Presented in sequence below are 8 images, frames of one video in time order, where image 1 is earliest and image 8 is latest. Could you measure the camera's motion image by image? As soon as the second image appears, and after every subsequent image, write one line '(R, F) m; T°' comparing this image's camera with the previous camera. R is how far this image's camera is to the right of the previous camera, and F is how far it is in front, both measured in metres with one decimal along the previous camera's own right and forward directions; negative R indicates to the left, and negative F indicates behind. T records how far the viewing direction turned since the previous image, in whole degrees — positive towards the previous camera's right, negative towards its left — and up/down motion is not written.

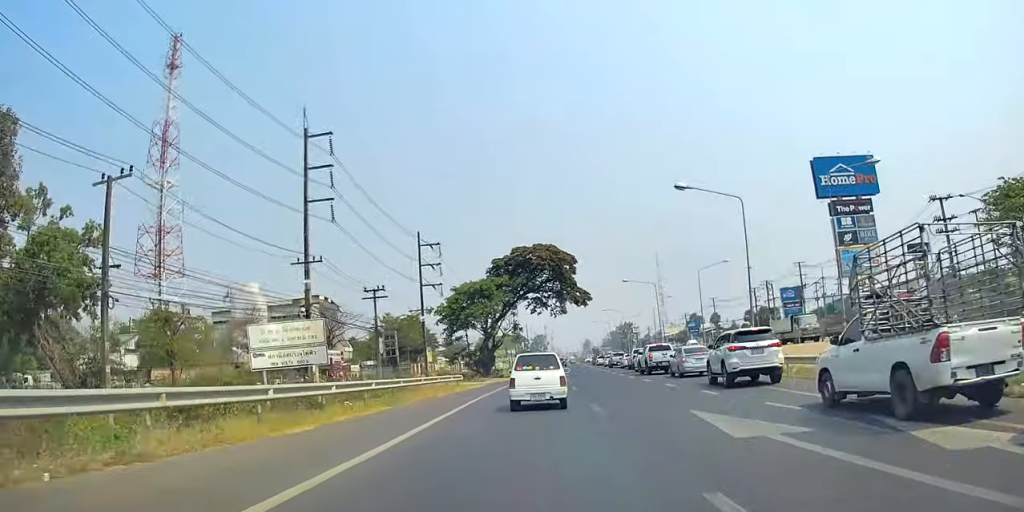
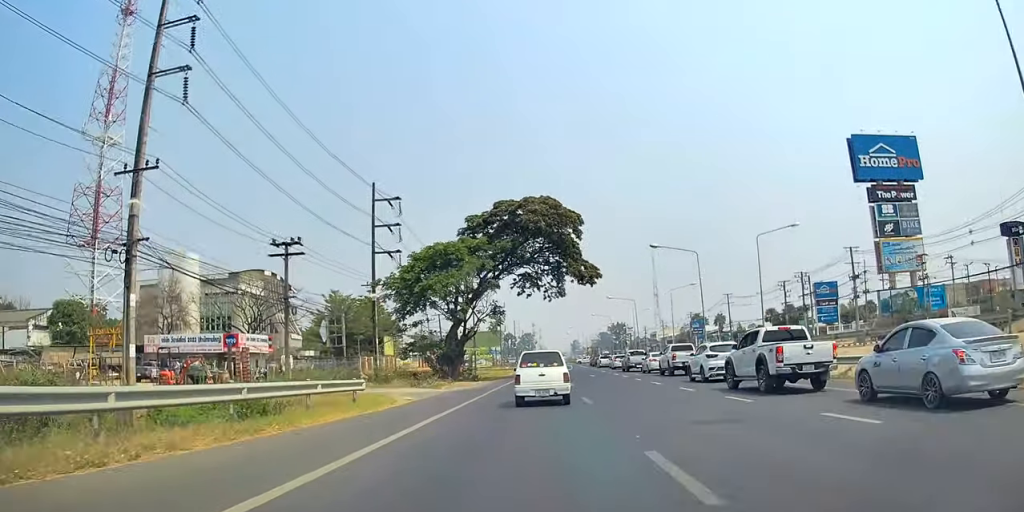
(+0.1, +21.2) m; +2°
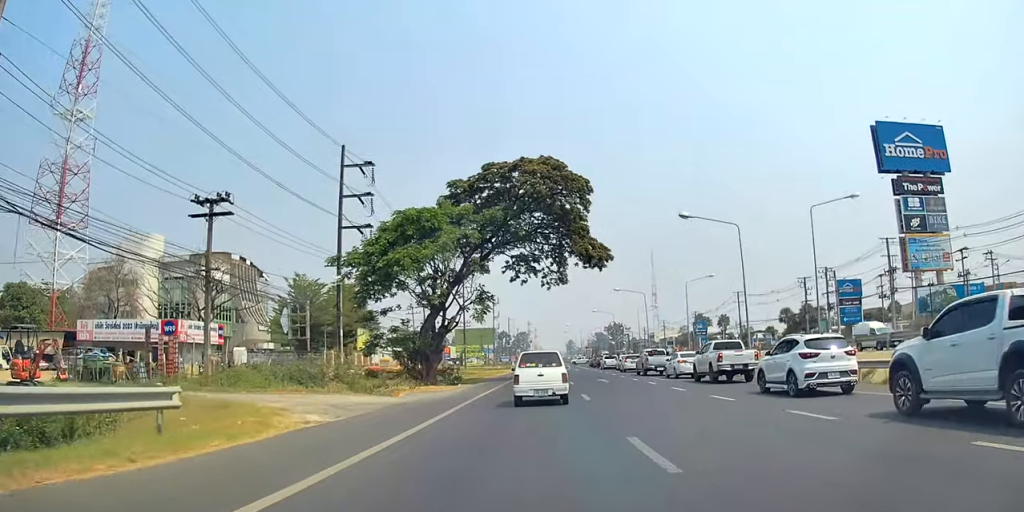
(+0.1, +10.3) m; +2°
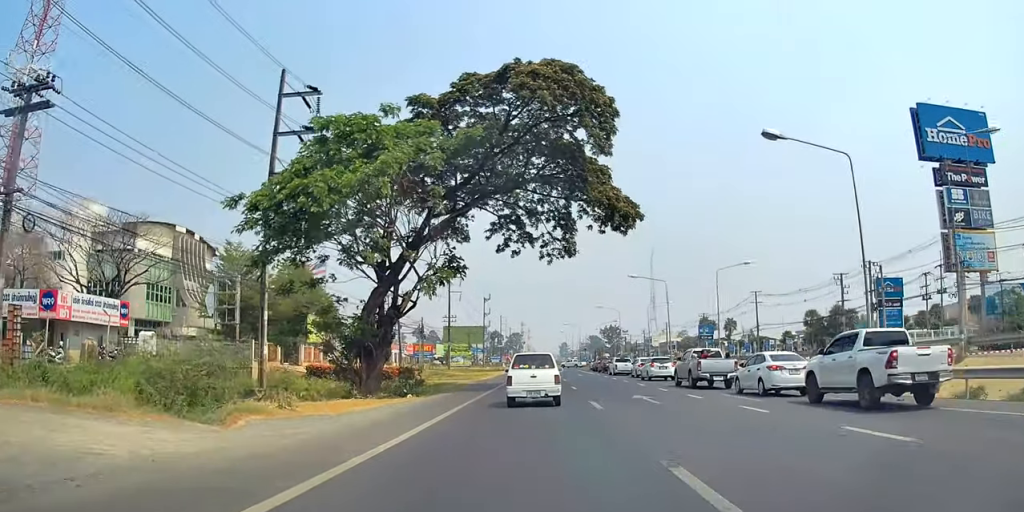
(+0.2, +13.6) m; +2°
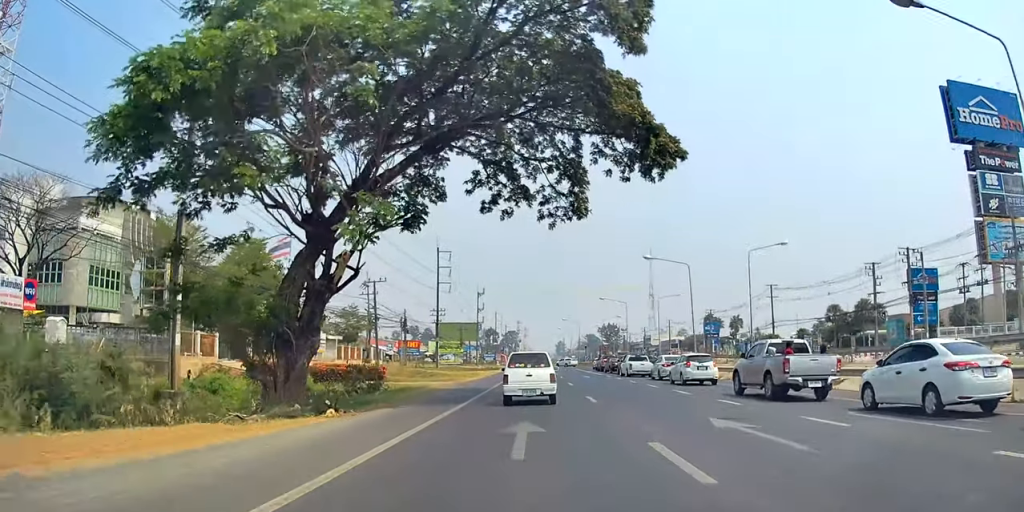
(+0.5, +10.2) m; 0°
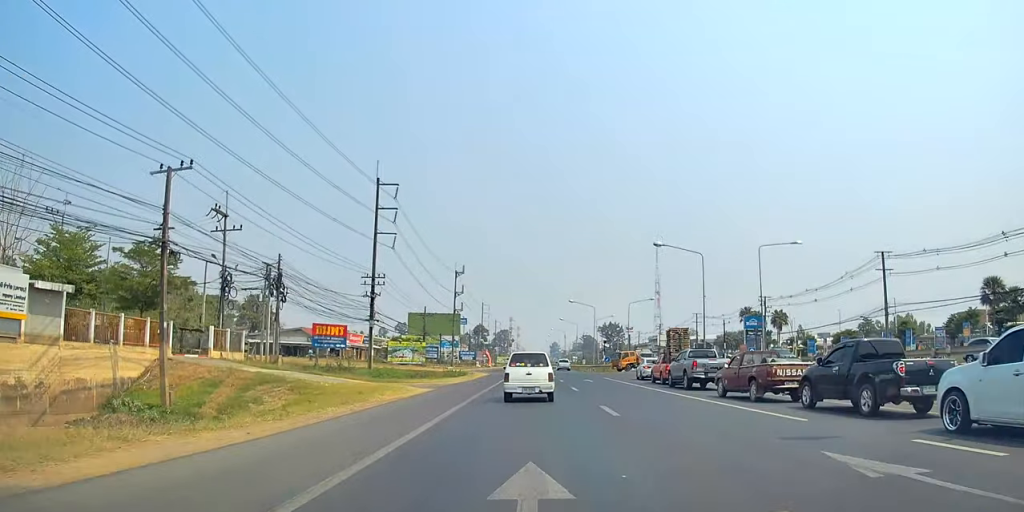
(-0.8, +40.1) m; 0°
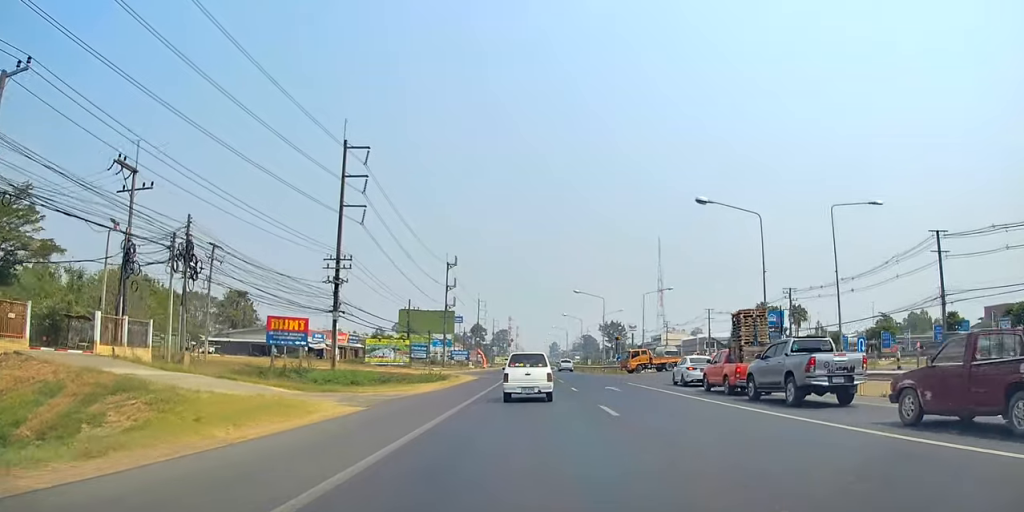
(-0.1, +11.8) m; -1°
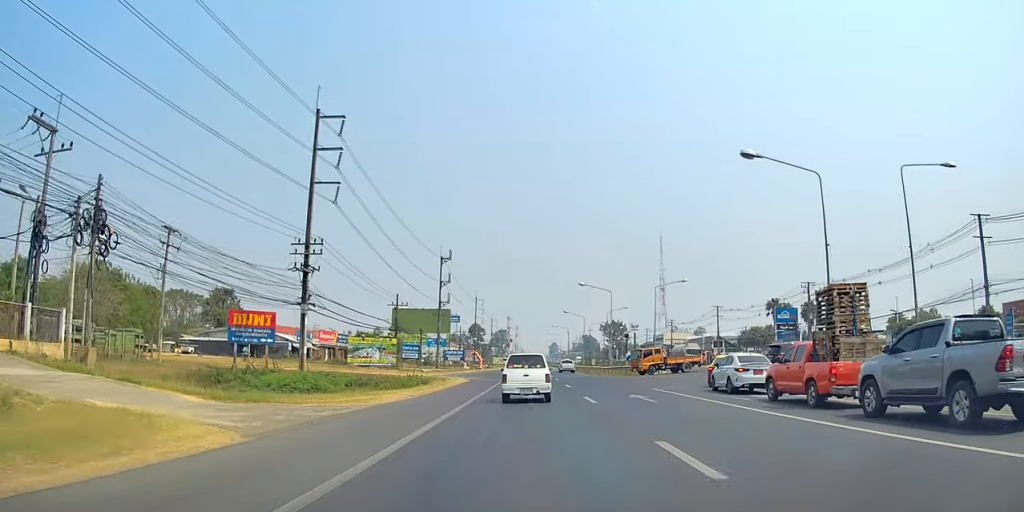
(-0.2, +7.6) m; -1°
